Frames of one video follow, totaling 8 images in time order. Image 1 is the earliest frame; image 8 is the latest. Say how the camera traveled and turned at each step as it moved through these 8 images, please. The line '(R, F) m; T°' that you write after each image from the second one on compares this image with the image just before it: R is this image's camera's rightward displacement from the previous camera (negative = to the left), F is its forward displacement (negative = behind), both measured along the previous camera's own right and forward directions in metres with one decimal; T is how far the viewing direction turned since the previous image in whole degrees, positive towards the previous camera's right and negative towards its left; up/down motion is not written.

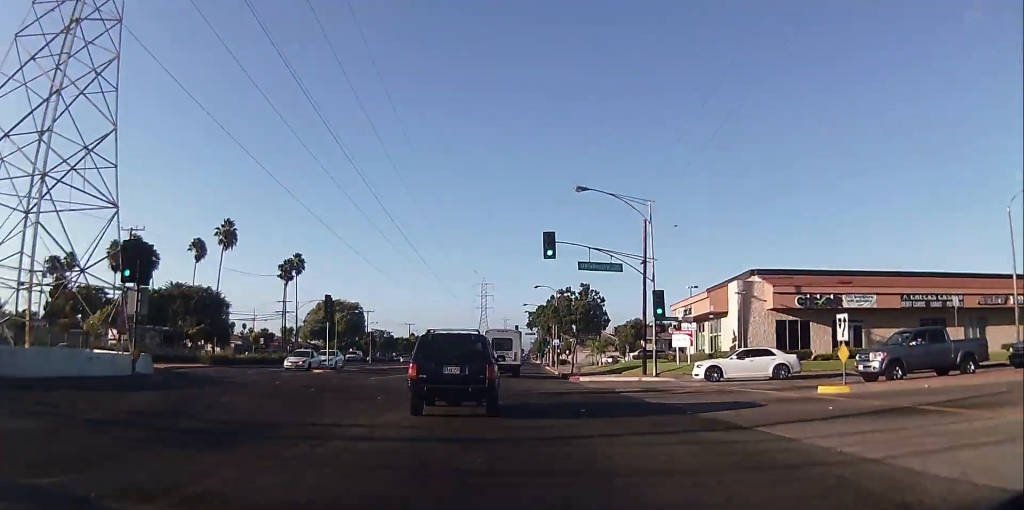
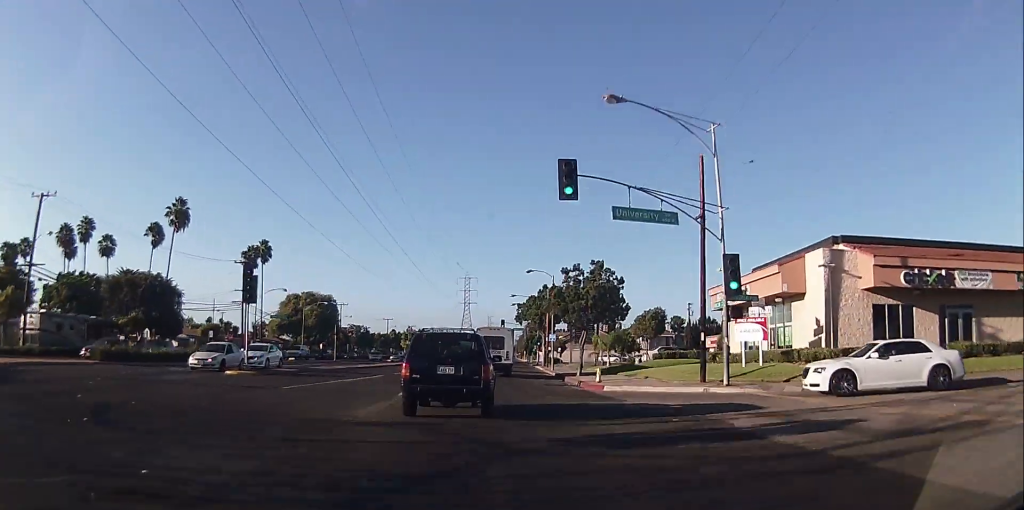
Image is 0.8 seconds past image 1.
(+0.3, +12.4) m; +1°
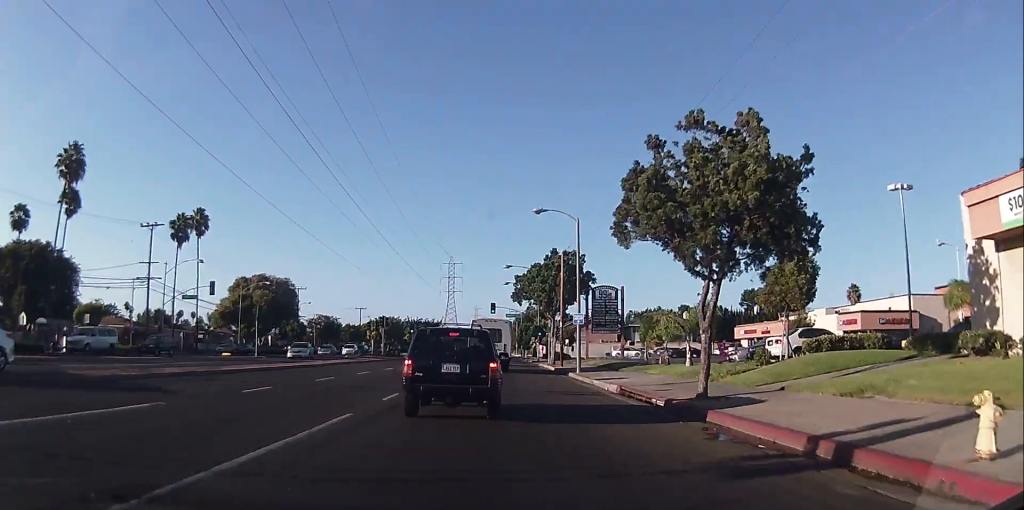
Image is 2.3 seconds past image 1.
(+0.1, +25.0) m; +1°
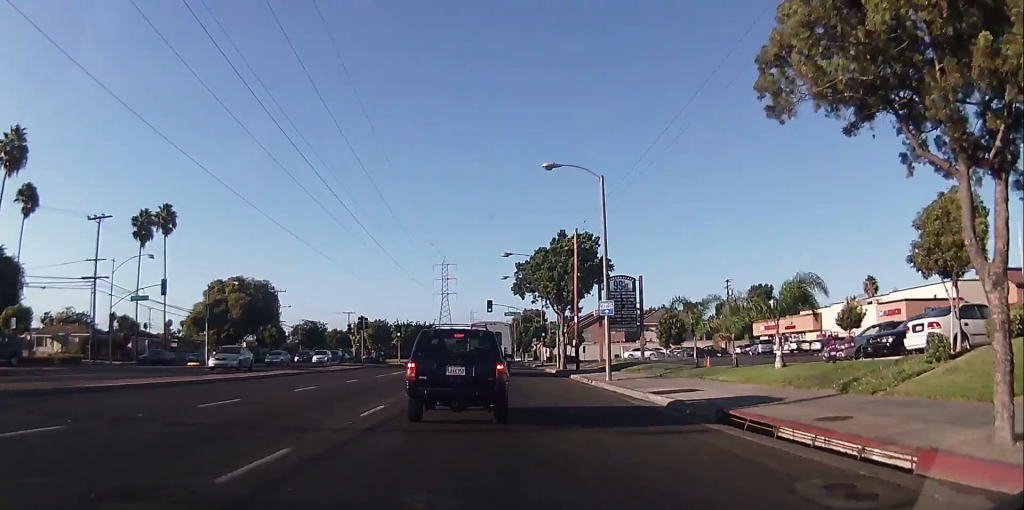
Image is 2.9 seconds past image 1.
(+0.3, +10.4) m; 0°
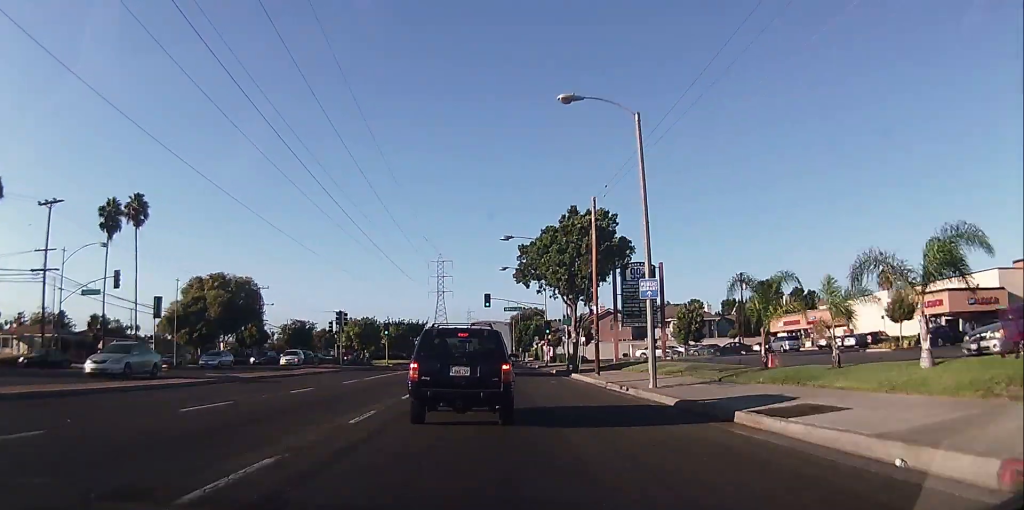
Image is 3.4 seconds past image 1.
(0.0, +8.0) m; 0°
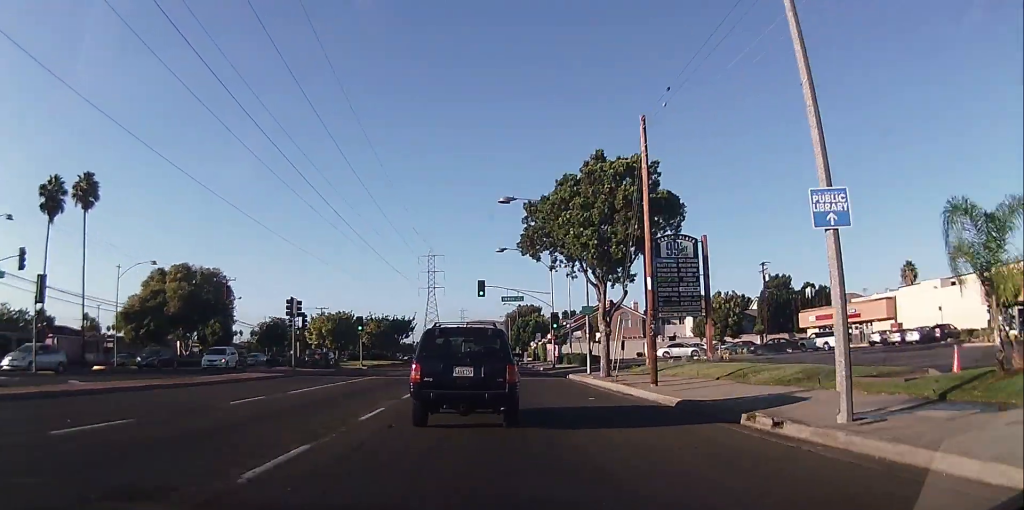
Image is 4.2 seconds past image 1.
(-0.4, +12.0) m; 0°
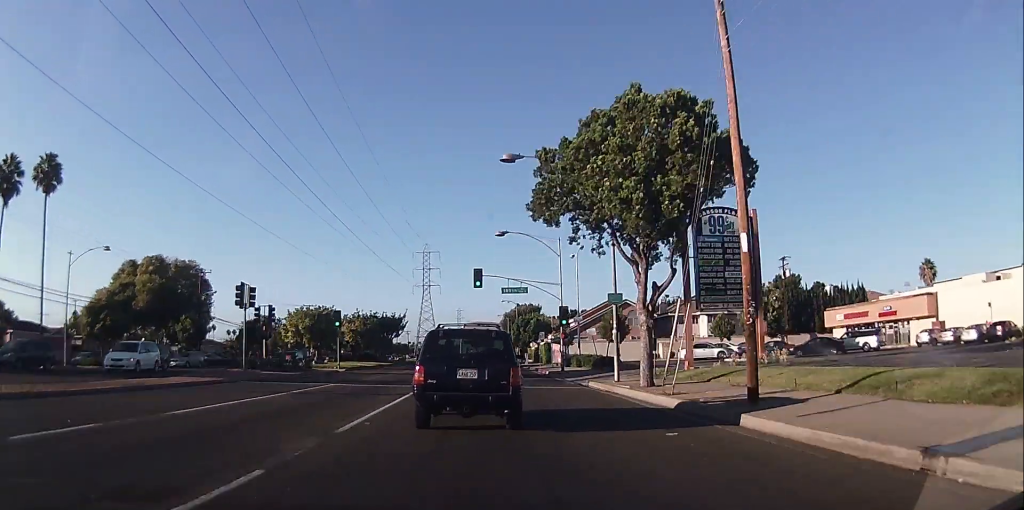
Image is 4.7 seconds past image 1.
(+0.2, +8.1) m; +1°
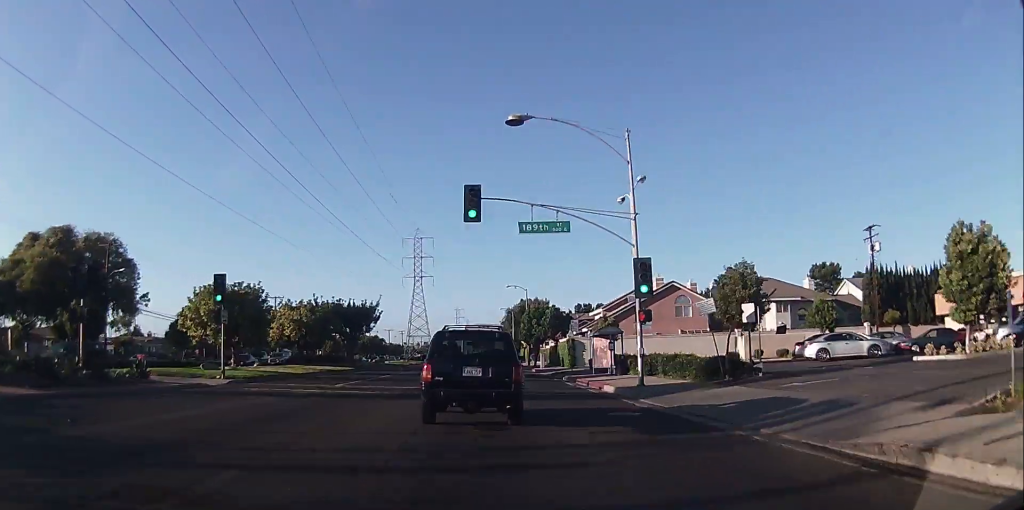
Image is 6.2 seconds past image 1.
(+0.3, +22.9) m; +1°
